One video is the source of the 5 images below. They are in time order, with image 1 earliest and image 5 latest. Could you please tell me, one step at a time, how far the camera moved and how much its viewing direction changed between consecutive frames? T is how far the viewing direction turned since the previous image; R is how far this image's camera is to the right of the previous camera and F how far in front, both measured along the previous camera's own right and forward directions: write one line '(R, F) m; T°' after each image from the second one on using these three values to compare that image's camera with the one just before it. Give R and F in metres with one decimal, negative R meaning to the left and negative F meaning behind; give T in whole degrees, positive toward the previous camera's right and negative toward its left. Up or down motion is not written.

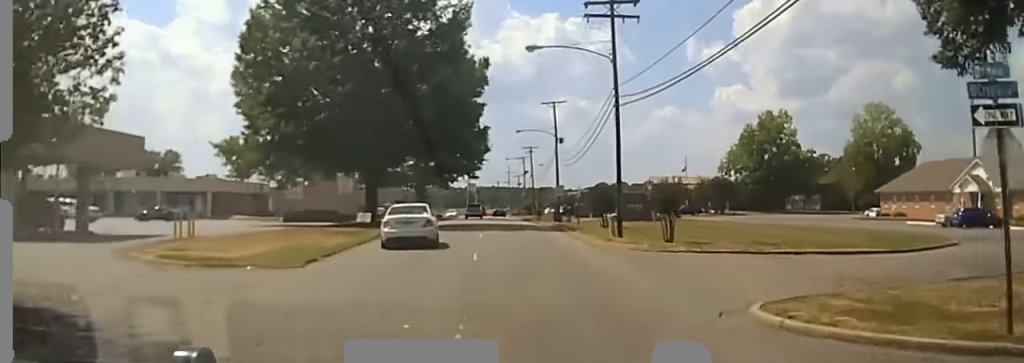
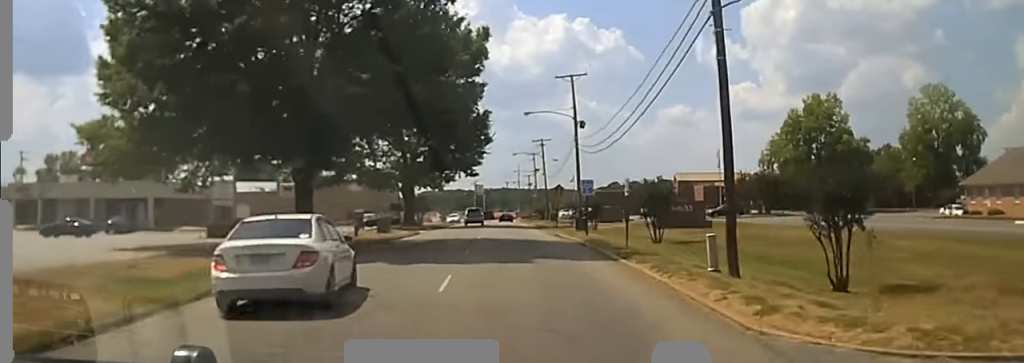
(+0.3, +17.3) m; +1°
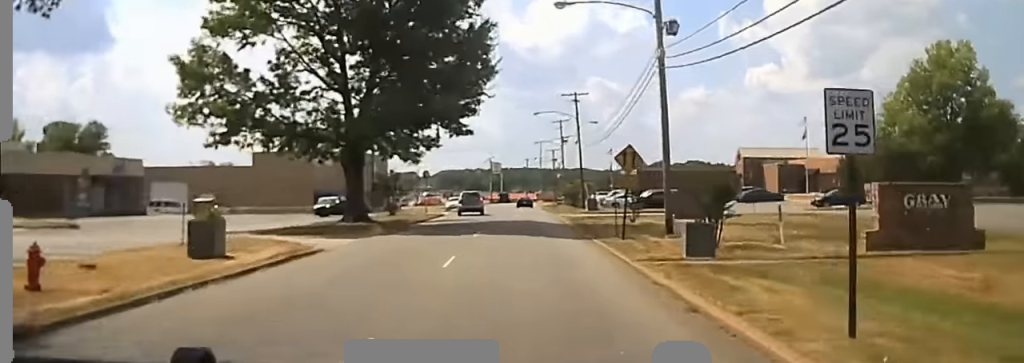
(0.0, +32.3) m; 0°
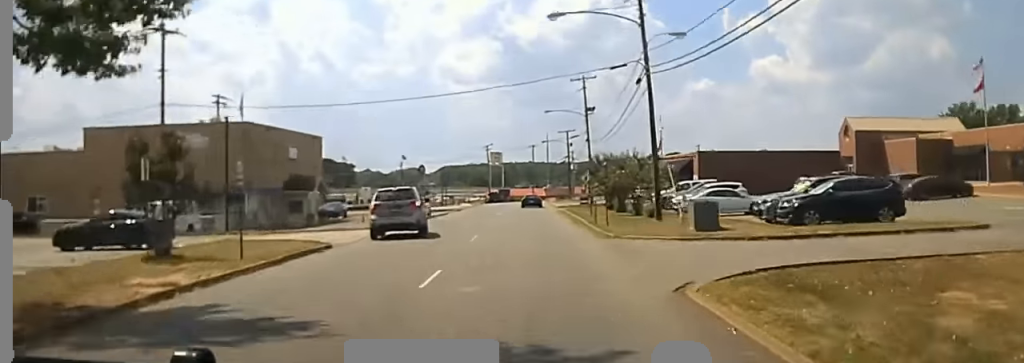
(-0.6, +41.8) m; -2°
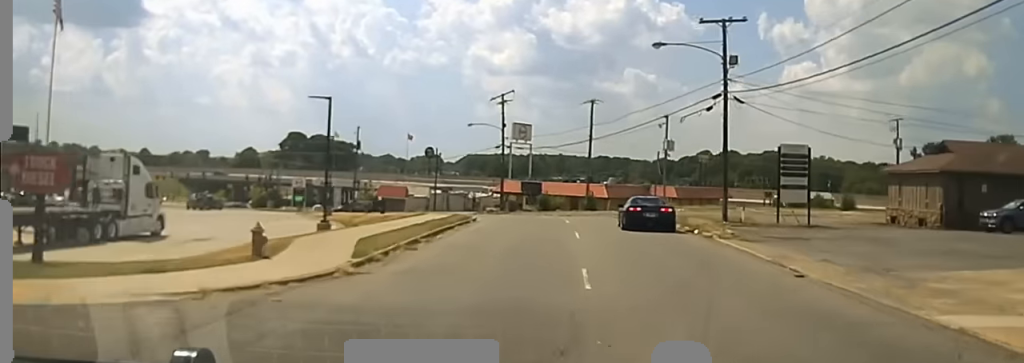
(-1.3, +84.8) m; -2°
